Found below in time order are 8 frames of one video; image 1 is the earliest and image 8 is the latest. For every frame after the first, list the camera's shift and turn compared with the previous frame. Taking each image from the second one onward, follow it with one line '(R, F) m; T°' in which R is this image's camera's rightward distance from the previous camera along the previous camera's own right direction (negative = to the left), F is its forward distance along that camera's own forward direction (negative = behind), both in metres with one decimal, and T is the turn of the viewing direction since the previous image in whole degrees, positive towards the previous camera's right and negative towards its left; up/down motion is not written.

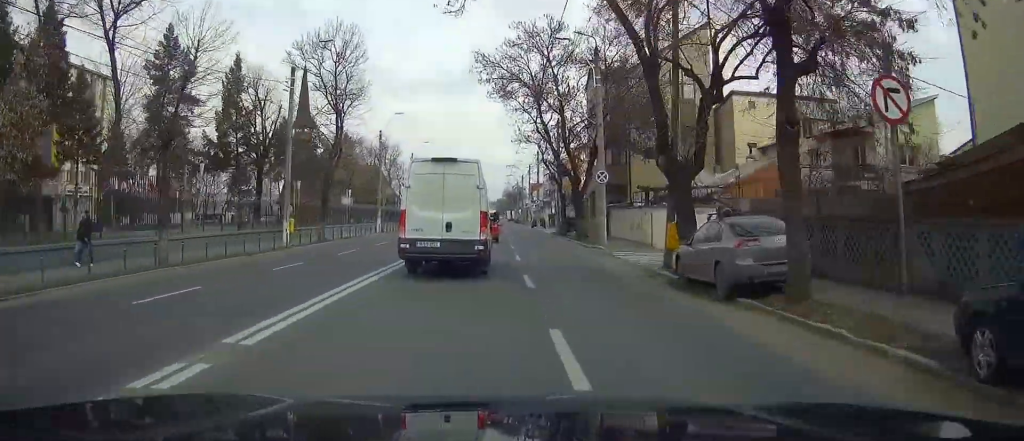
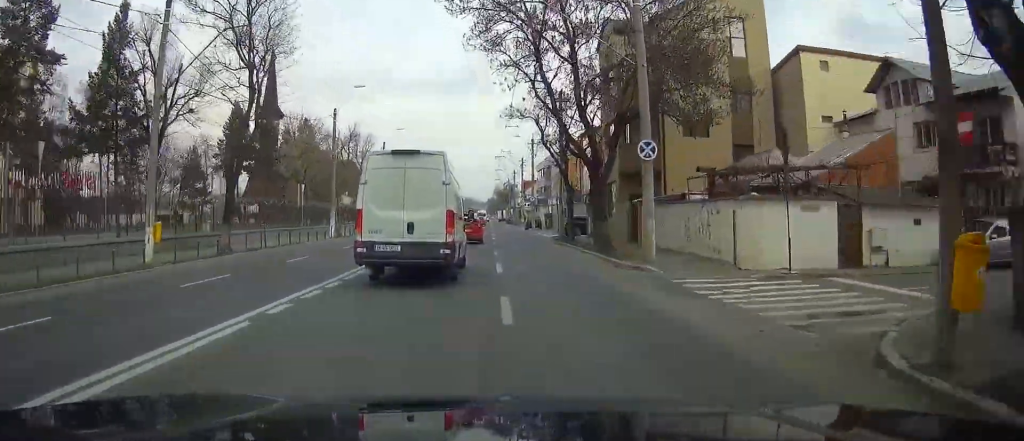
(0.0, +13.9) m; 0°
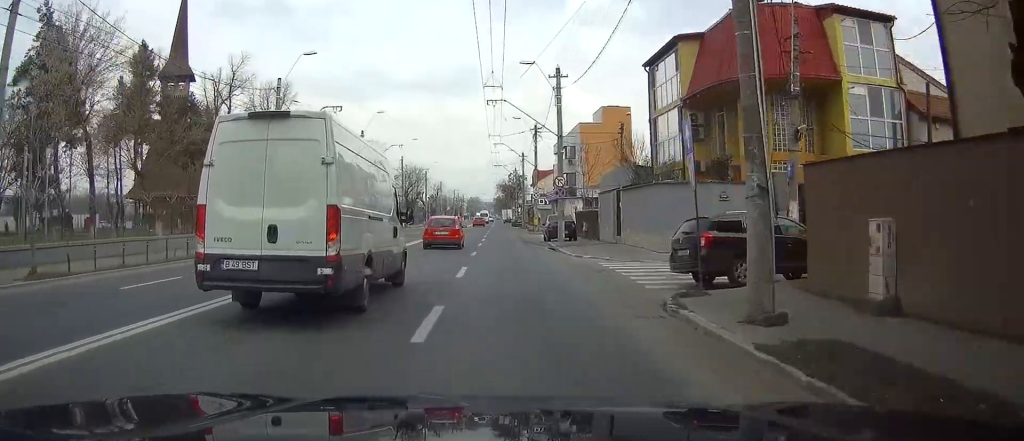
(-0.1, +36.9) m; -1°
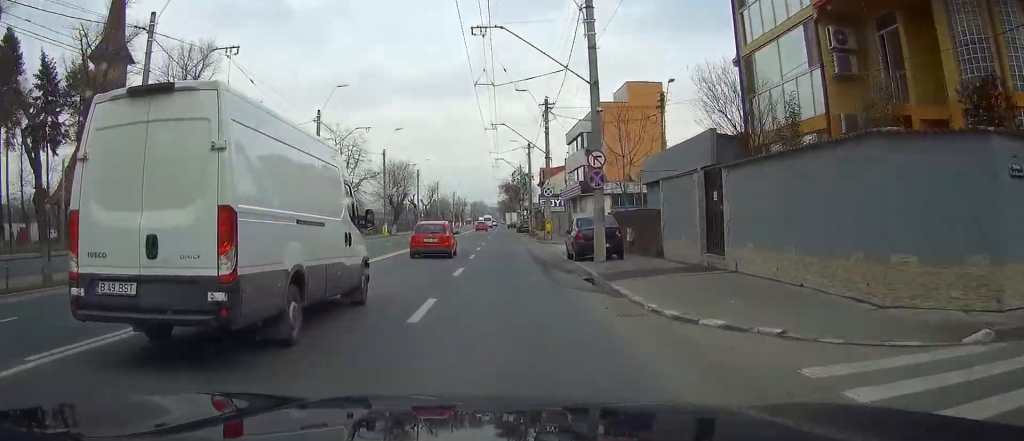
(-0.1, +16.0) m; 0°
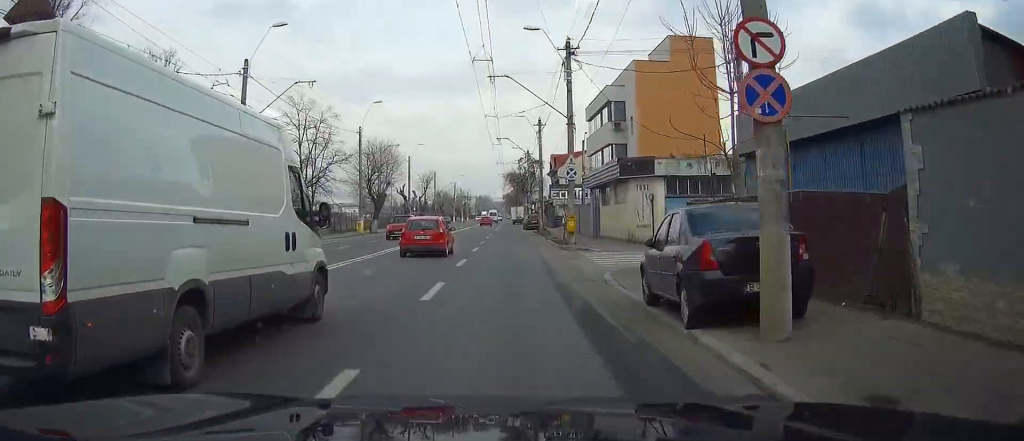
(0.0, +15.2) m; 0°
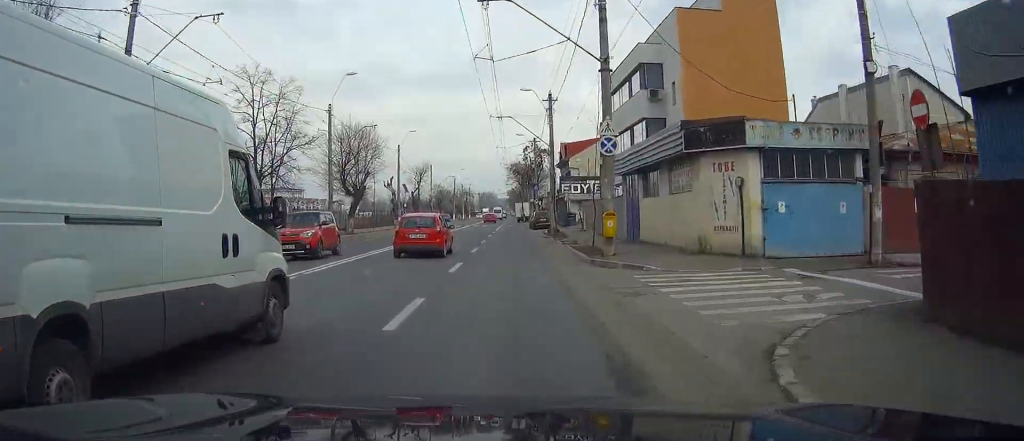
(-0.1, +11.9) m; 0°
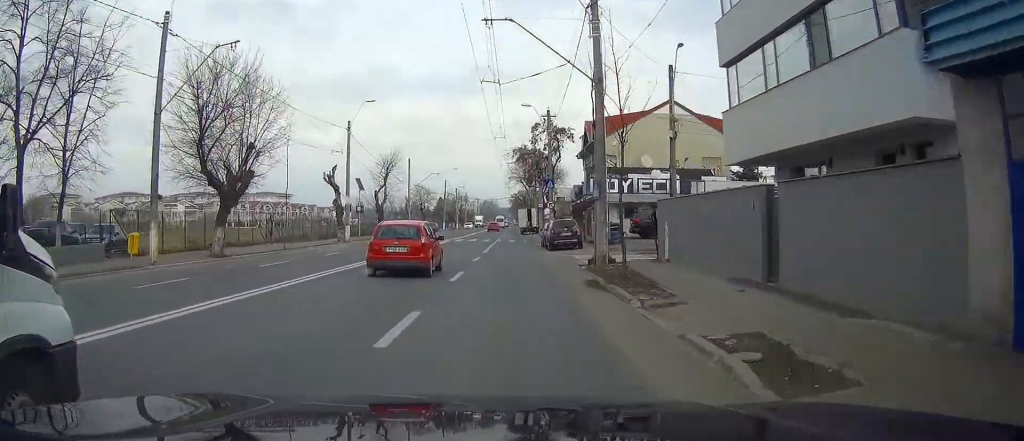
(0.0, +26.4) m; 0°
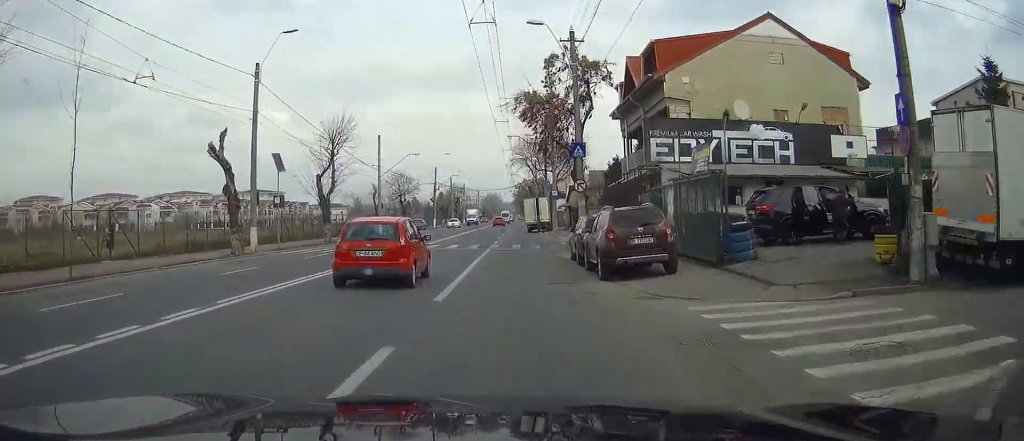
(-0.2, +21.6) m; 0°
